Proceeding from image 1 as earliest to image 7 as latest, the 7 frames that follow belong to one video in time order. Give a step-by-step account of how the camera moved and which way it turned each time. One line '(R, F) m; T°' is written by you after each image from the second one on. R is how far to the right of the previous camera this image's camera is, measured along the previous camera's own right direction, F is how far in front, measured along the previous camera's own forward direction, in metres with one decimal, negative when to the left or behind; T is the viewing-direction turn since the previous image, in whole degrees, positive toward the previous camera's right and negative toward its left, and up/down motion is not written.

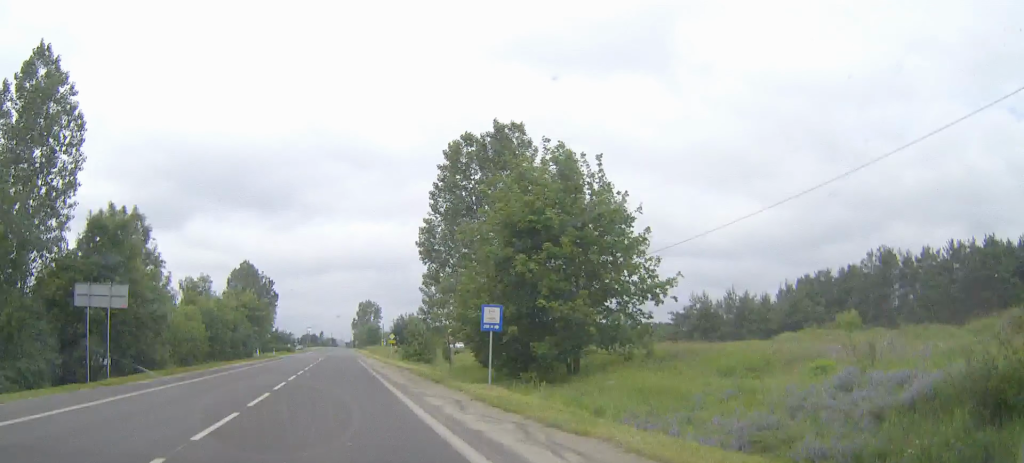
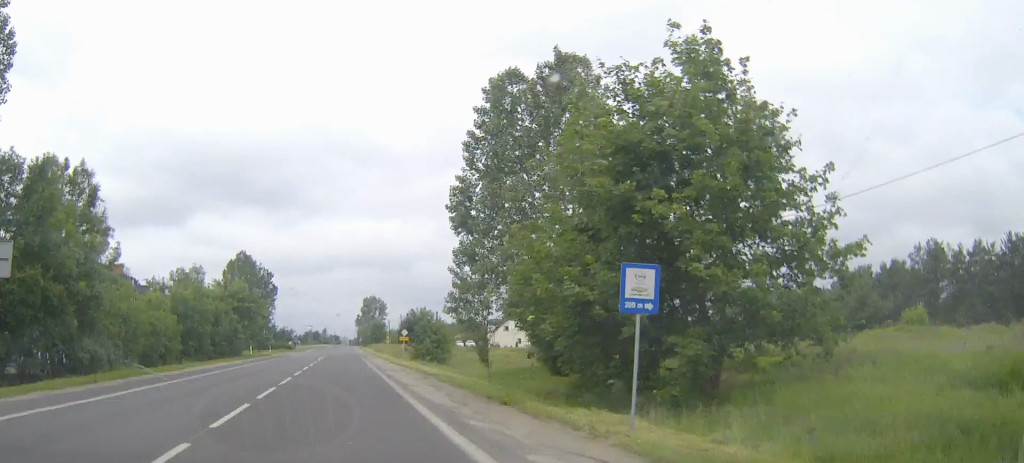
(0.0, +10.9) m; 0°
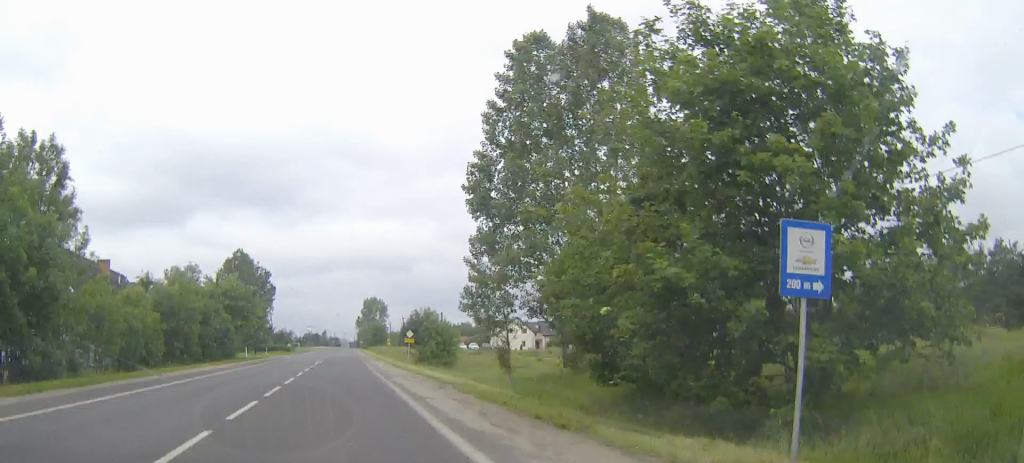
(0.0, +4.6) m; 0°
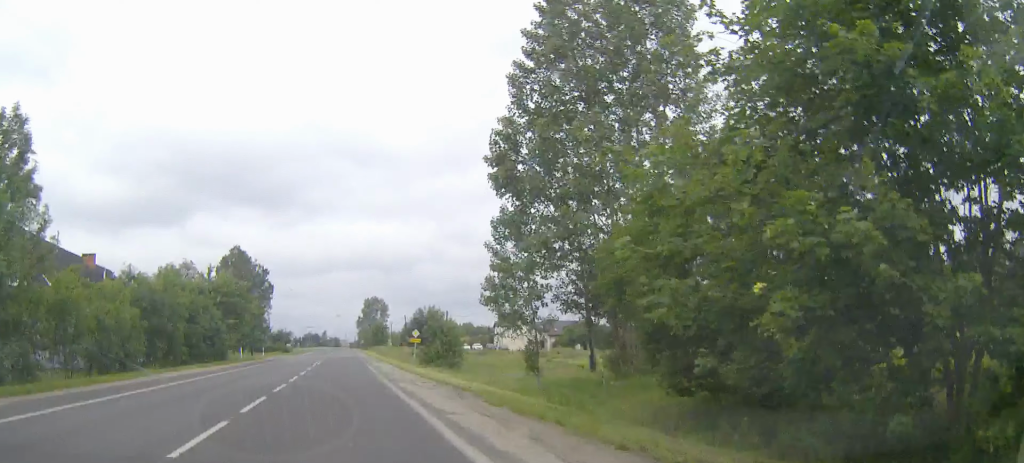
(0.0, +4.5) m; 0°
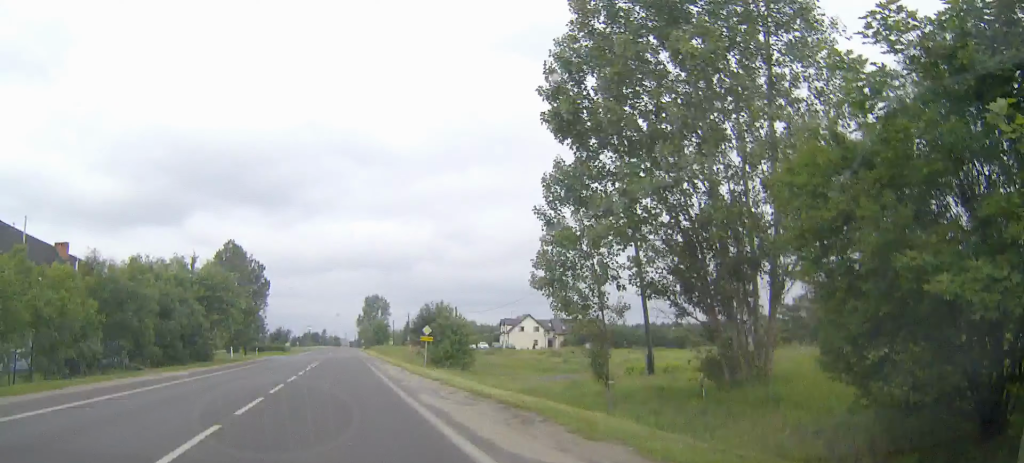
(0.0, +6.7) m; 0°
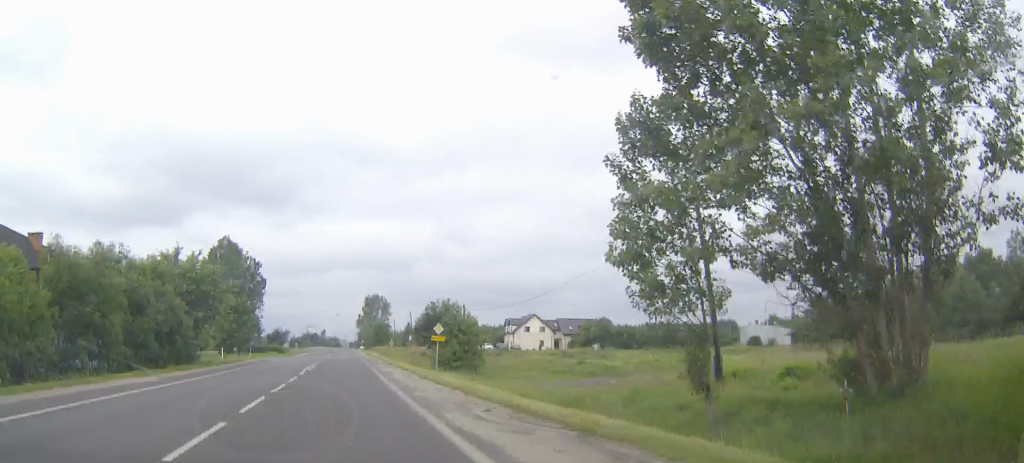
(0.0, +5.5) m; 0°
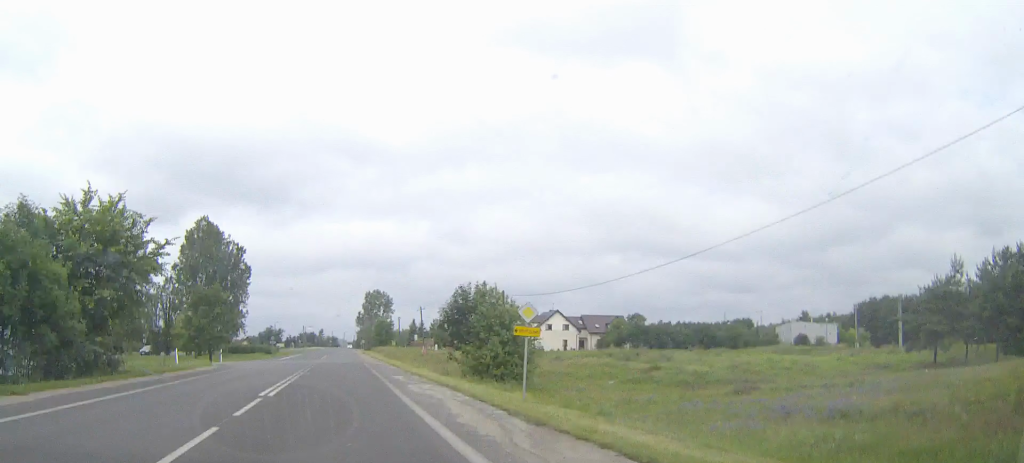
(-0.3, +18.7) m; -1°
